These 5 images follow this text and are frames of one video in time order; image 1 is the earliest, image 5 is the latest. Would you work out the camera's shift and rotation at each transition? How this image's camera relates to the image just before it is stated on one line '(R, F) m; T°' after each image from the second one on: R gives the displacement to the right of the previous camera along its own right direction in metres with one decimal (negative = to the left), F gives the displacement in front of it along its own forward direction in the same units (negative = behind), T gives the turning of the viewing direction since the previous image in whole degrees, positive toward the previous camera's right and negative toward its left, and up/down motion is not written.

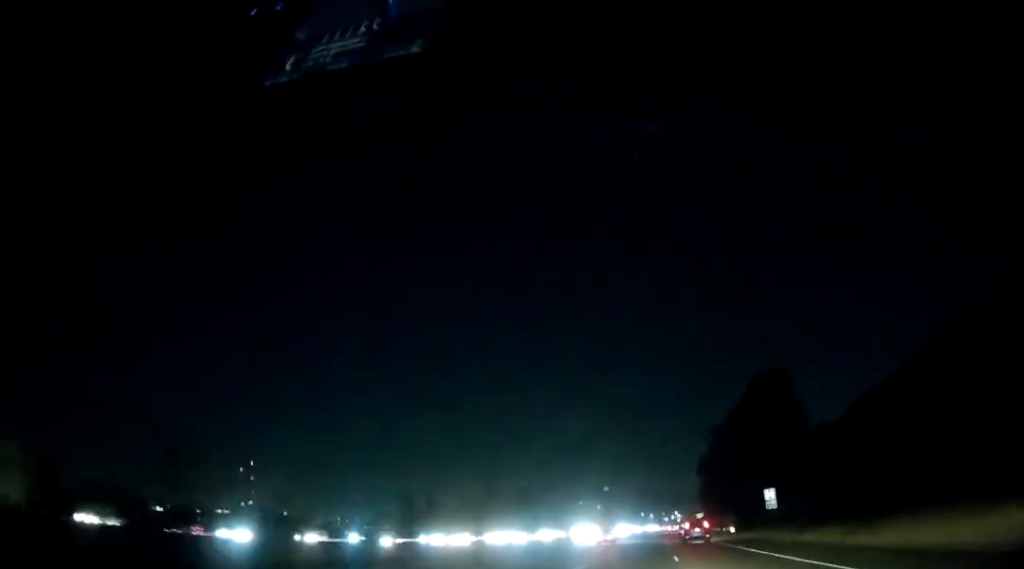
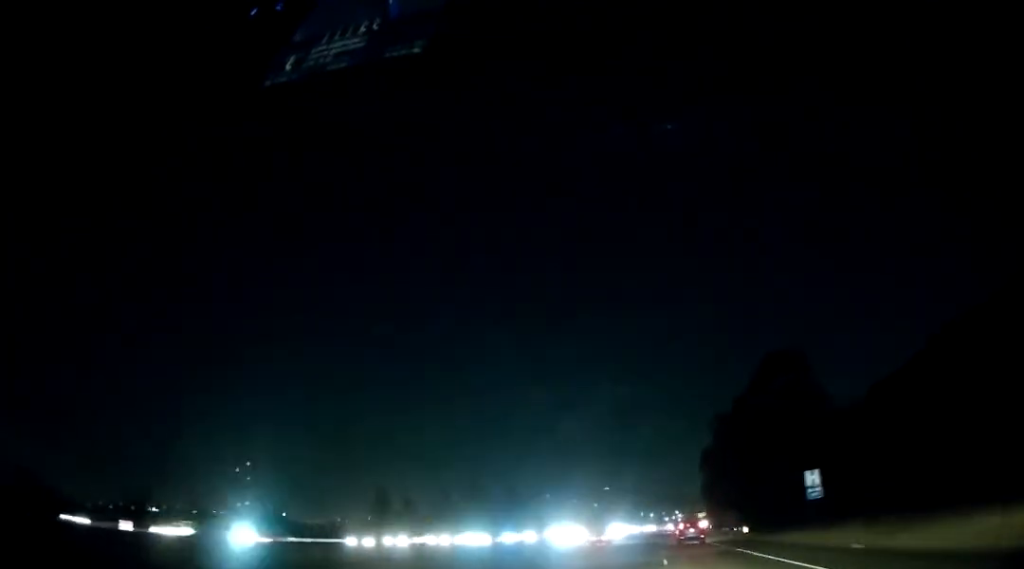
(+1.6, +17.1) m; +5°
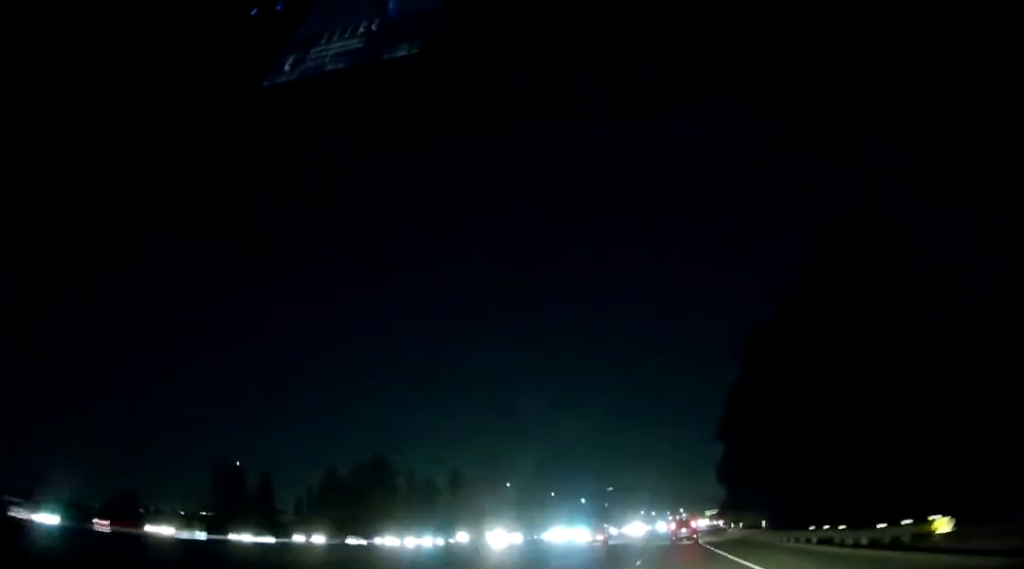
(+0.6, +59.1) m; 0°
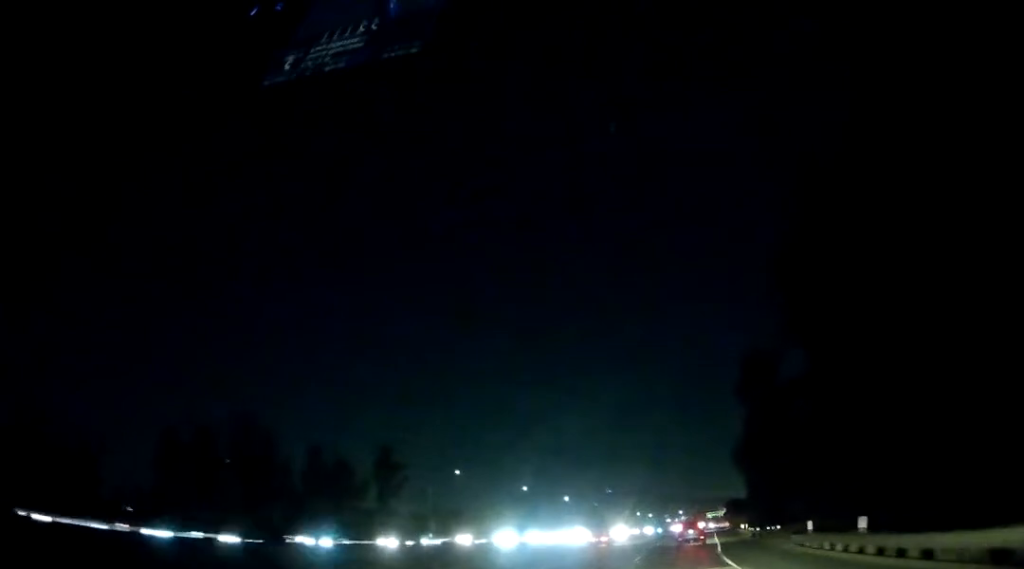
(+0.1, +38.2) m; 0°
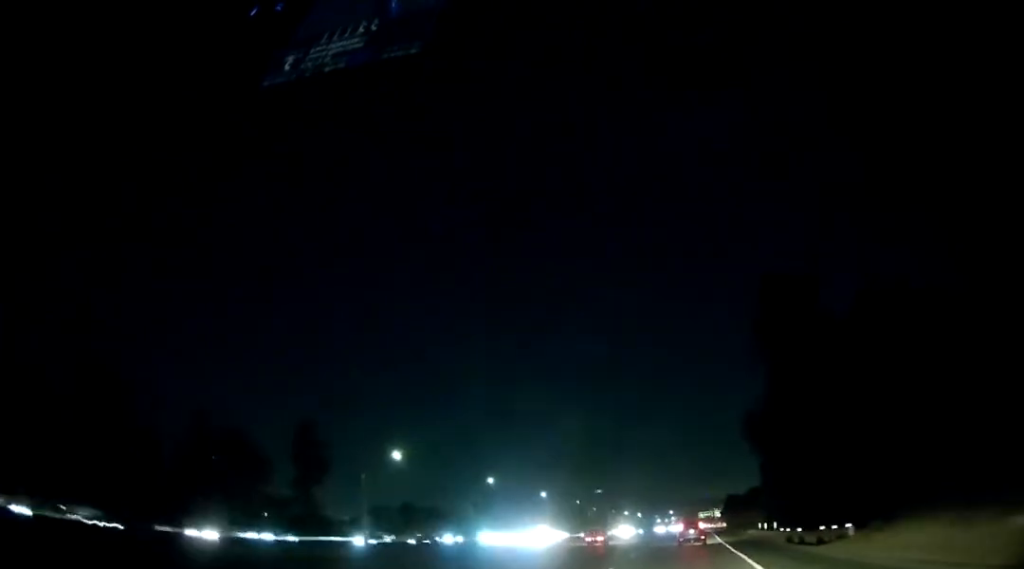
(-0.1, +25.2) m; 0°
